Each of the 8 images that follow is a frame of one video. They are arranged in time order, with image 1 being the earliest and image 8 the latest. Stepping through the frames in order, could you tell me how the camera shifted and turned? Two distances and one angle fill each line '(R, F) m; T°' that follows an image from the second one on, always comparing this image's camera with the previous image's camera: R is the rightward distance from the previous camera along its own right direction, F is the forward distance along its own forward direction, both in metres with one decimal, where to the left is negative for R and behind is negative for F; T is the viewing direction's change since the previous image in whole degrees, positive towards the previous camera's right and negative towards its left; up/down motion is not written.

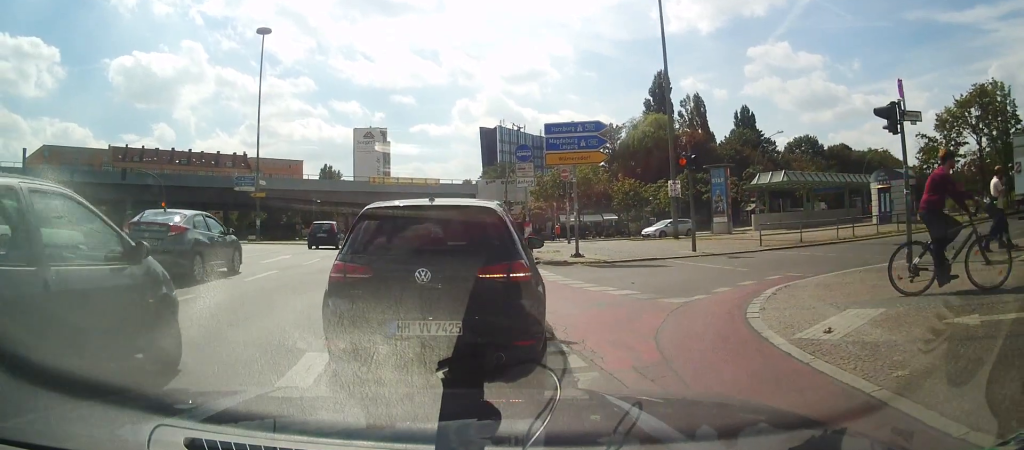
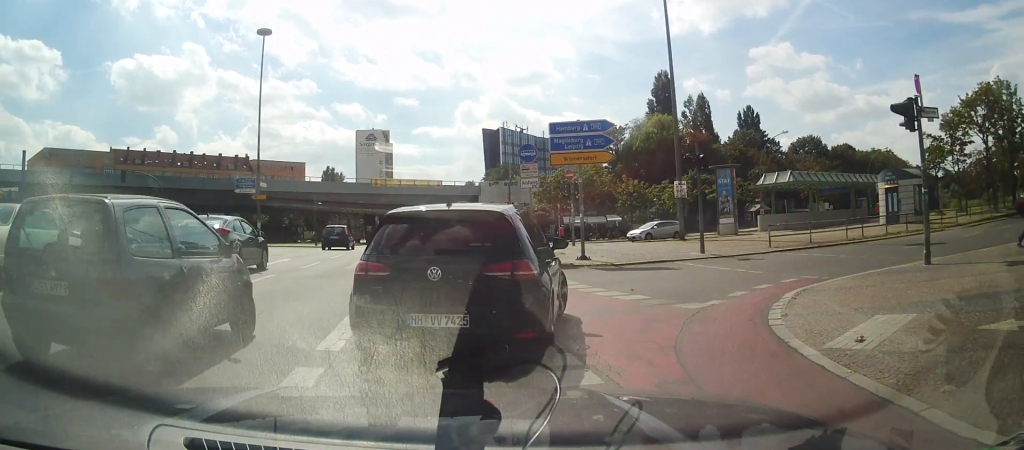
(+0.1, +0.6) m; +4°
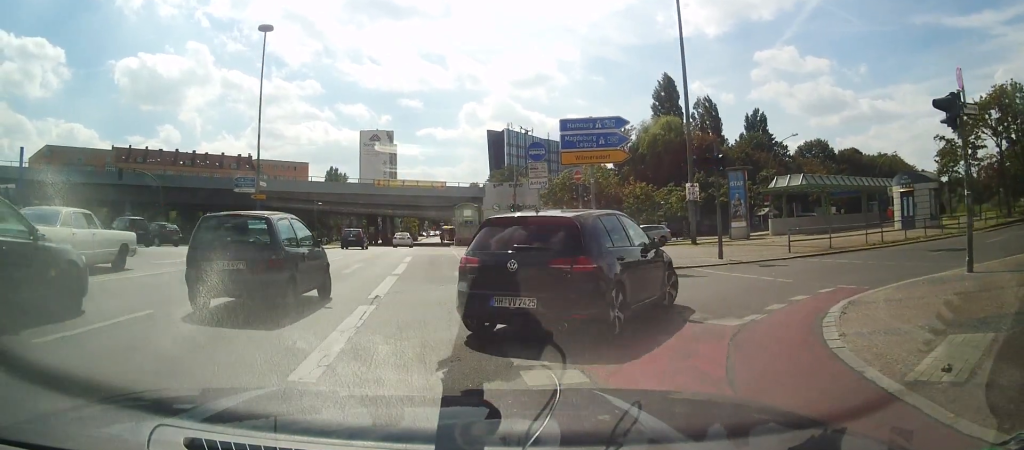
(-0.1, +1.2) m; +3°
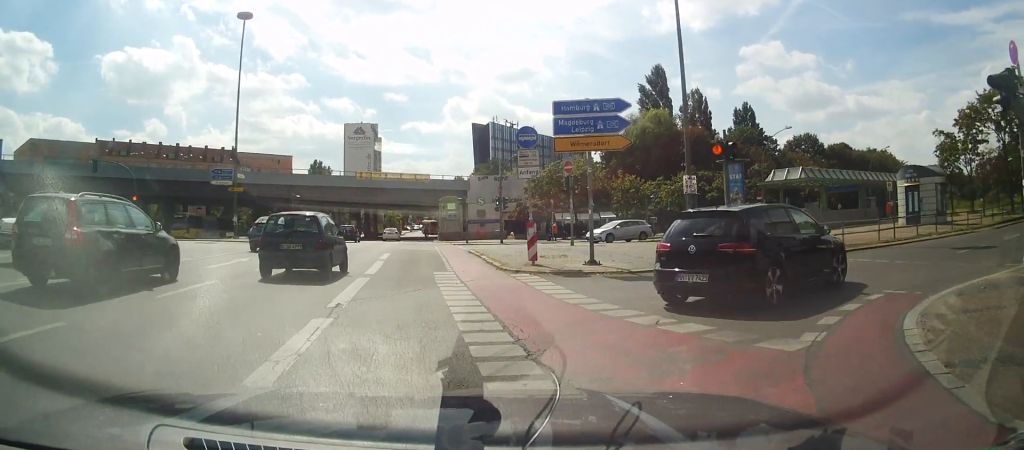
(+0.1, +1.6) m; +6°
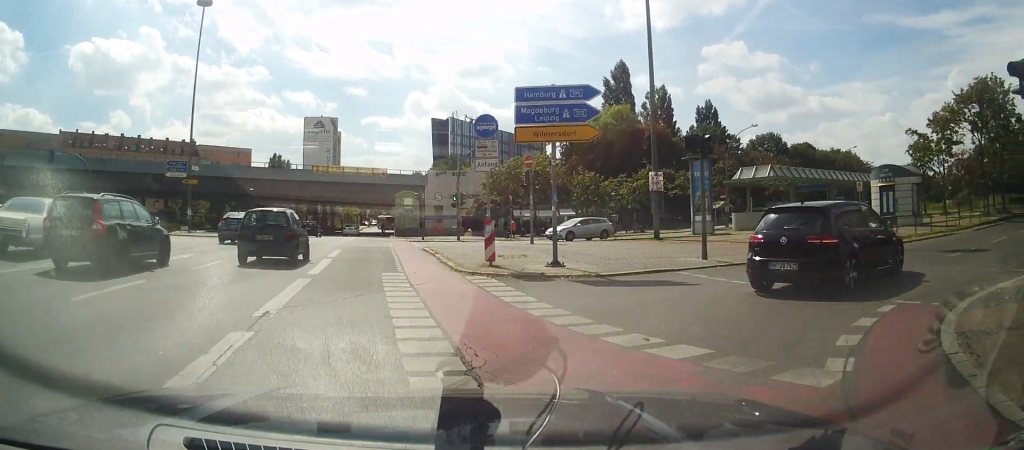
(0.0, +1.0) m; +4°
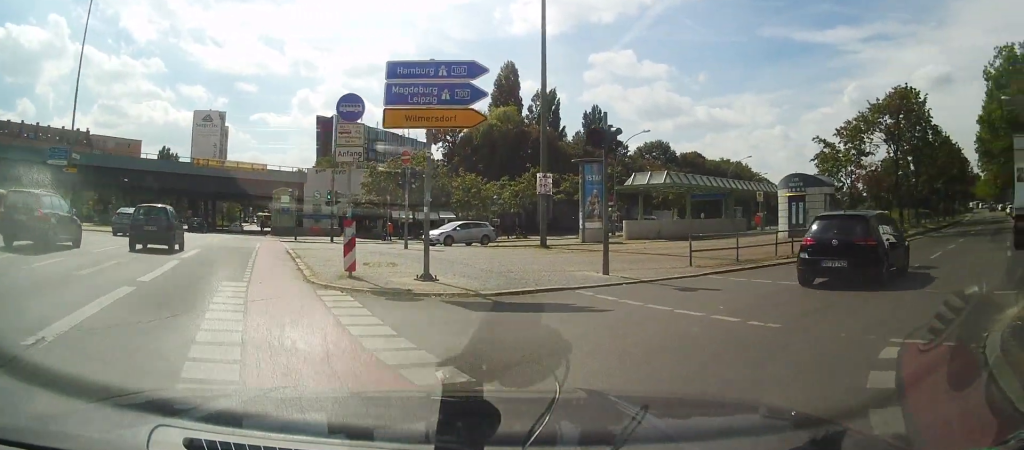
(+0.1, +2.3) m; +3°
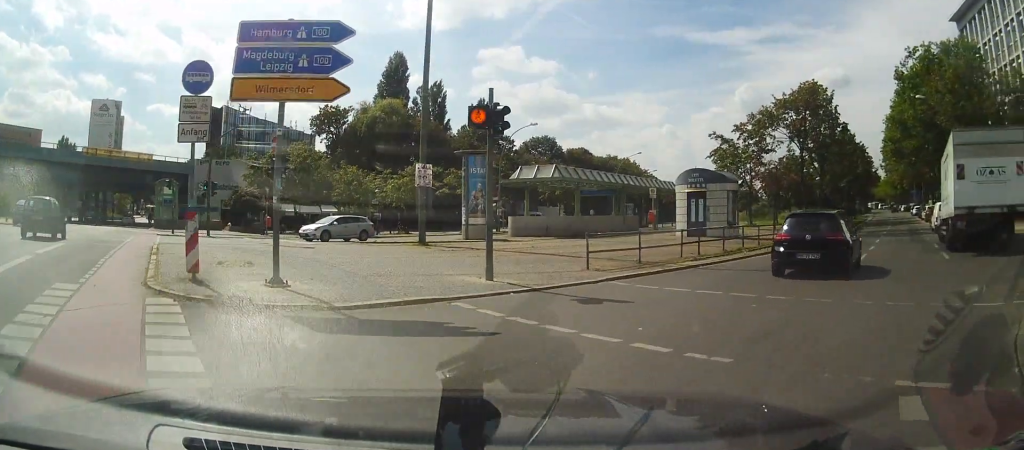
(0.0, +1.7) m; +5°
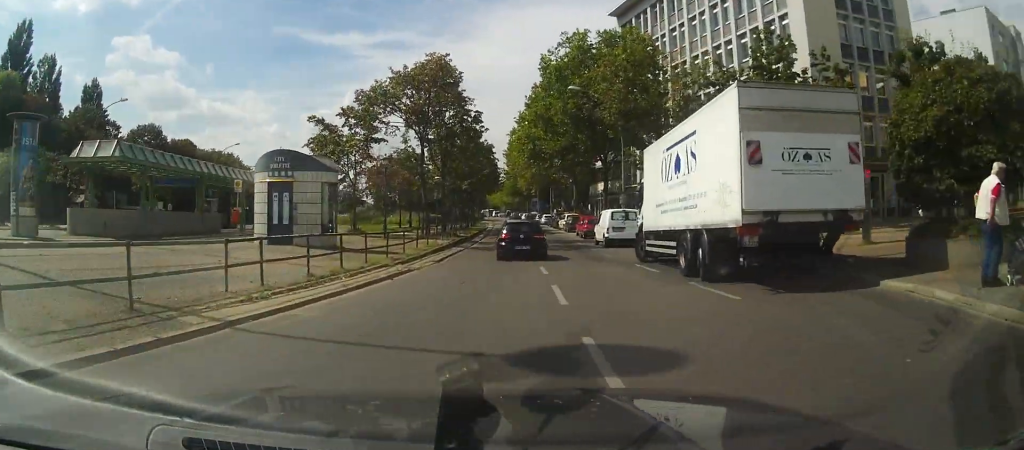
(+2.7, +7.1) m; +38°
